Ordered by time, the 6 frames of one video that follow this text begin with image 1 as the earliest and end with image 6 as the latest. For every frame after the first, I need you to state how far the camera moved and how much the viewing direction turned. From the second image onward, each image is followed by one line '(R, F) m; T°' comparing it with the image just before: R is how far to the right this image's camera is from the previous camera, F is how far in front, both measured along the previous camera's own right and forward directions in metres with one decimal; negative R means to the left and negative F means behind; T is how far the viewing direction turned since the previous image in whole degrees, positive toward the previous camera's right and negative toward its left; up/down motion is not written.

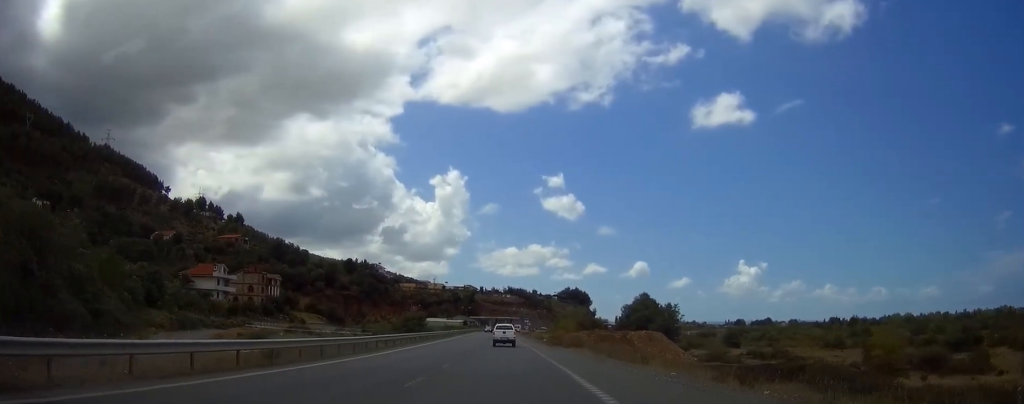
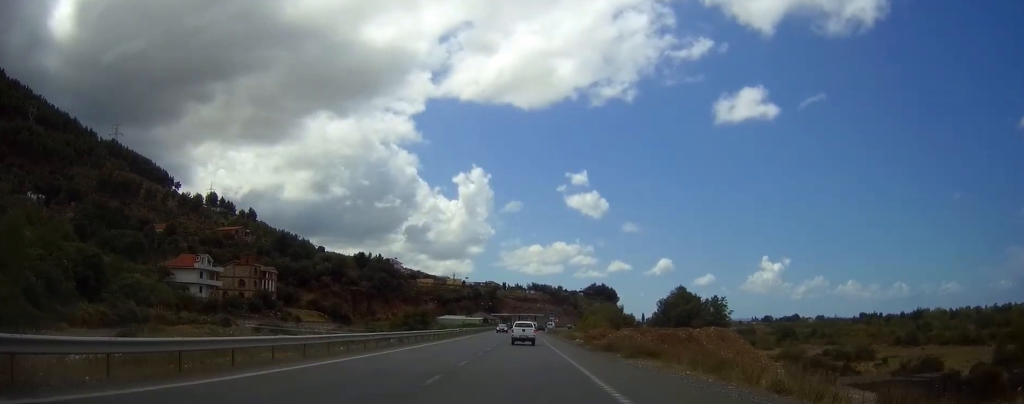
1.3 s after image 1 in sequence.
(-0.4, +20.9) m; -2°
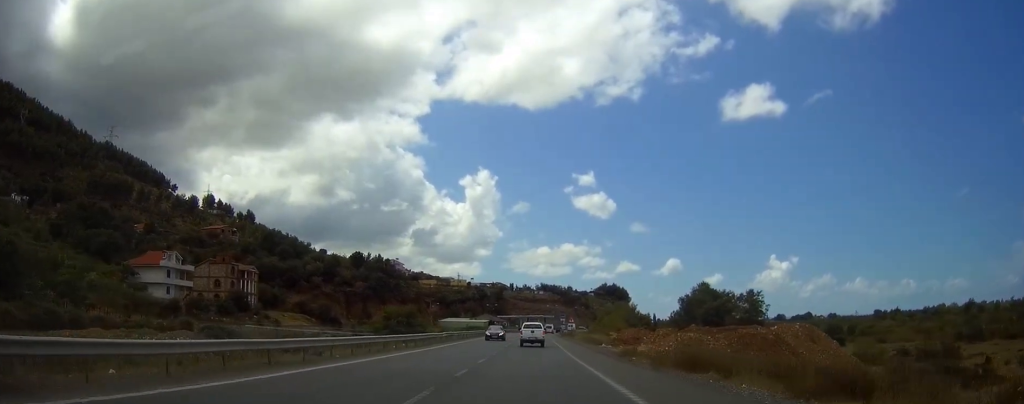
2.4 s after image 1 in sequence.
(-0.2, +19.0) m; -1°
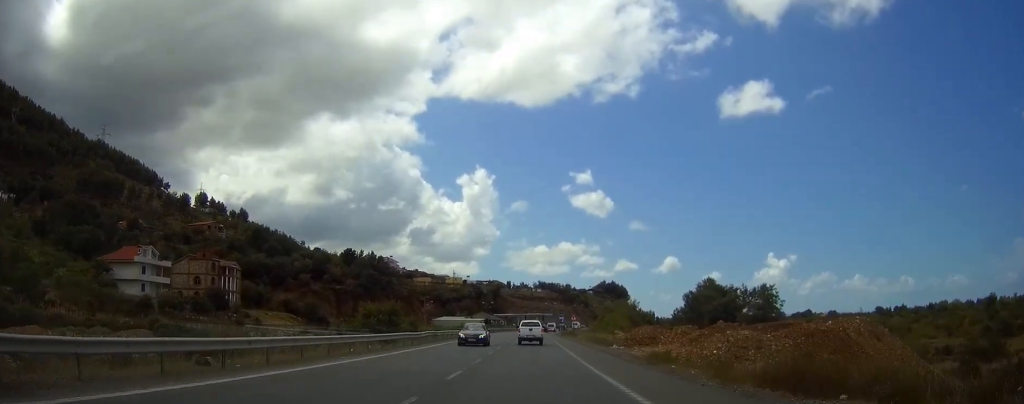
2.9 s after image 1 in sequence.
(0.0, +9.5) m; 0°
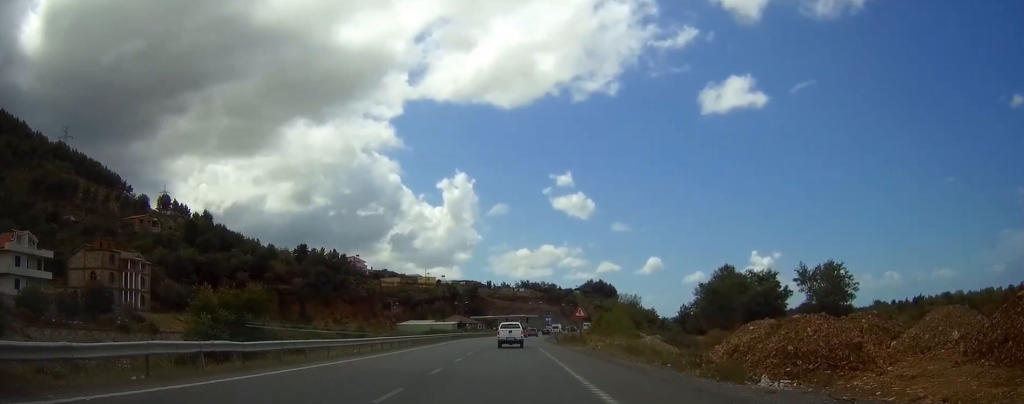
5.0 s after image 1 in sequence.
(+0.2, +34.0) m; +1°
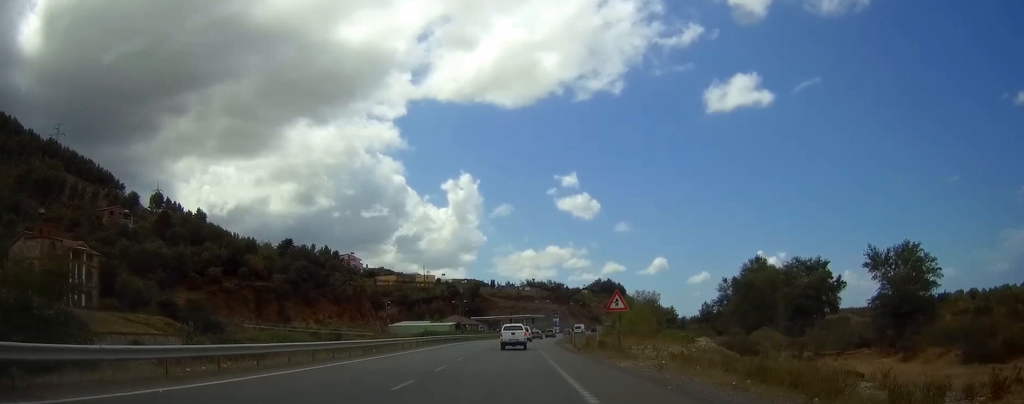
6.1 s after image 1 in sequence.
(0.0, +17.6) m; 0°
